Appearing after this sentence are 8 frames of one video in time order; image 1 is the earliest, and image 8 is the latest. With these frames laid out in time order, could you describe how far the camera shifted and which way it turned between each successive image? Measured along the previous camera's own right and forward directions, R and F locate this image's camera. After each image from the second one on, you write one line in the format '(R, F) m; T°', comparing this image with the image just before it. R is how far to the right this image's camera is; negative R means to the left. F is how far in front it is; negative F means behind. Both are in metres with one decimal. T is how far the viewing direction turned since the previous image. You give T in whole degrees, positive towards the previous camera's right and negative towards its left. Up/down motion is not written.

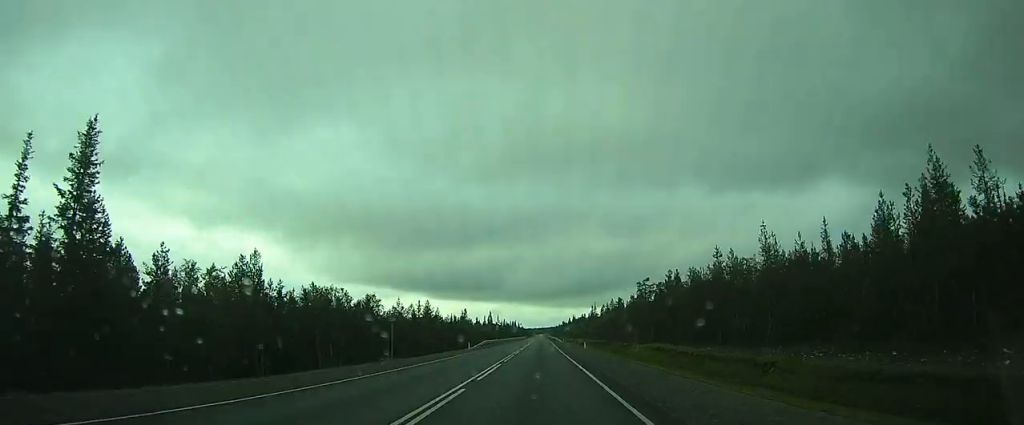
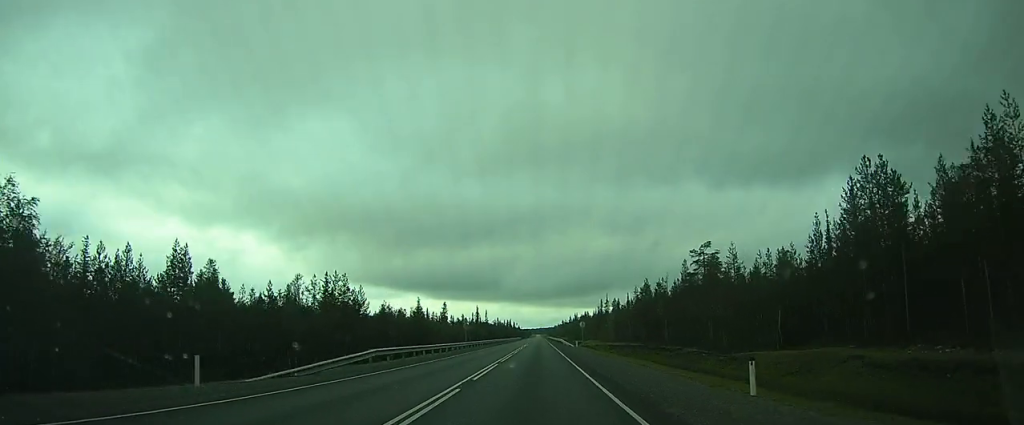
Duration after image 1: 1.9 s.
(+1.1, +48.1) m; +2°
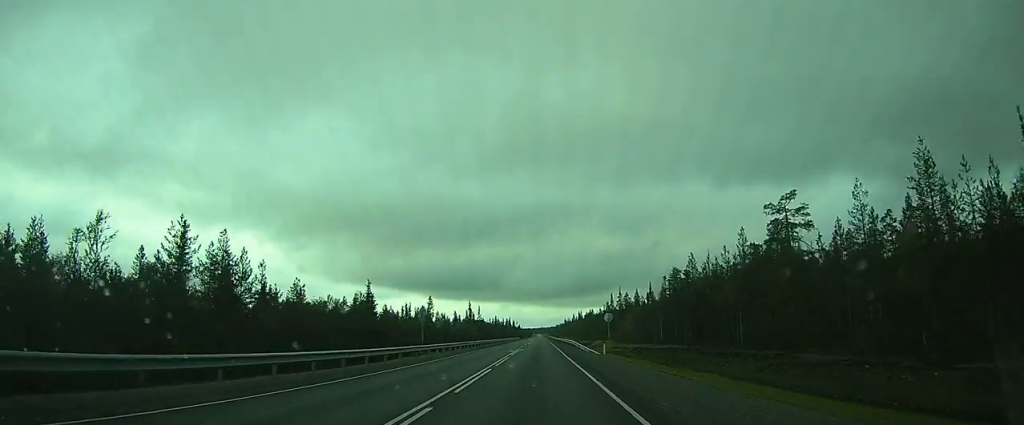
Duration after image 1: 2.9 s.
(0.0, +27.6) m; 0°
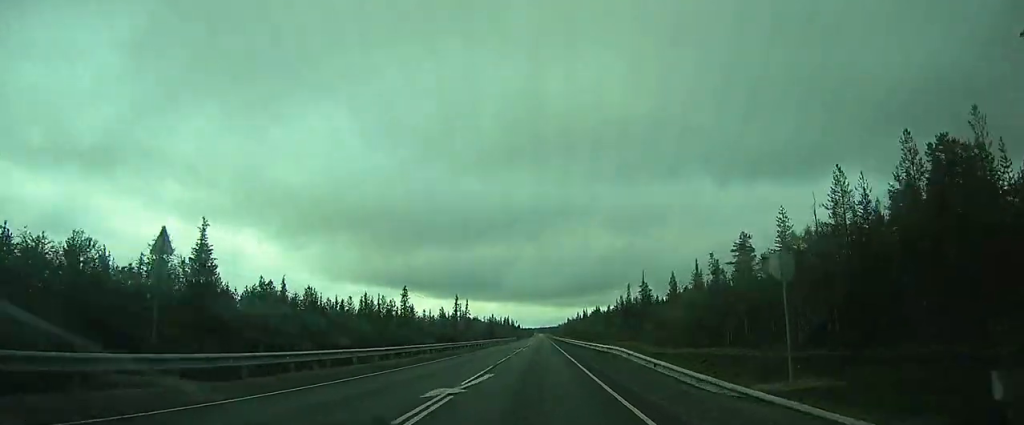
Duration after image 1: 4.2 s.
(0.0, +33.8) m; 0°
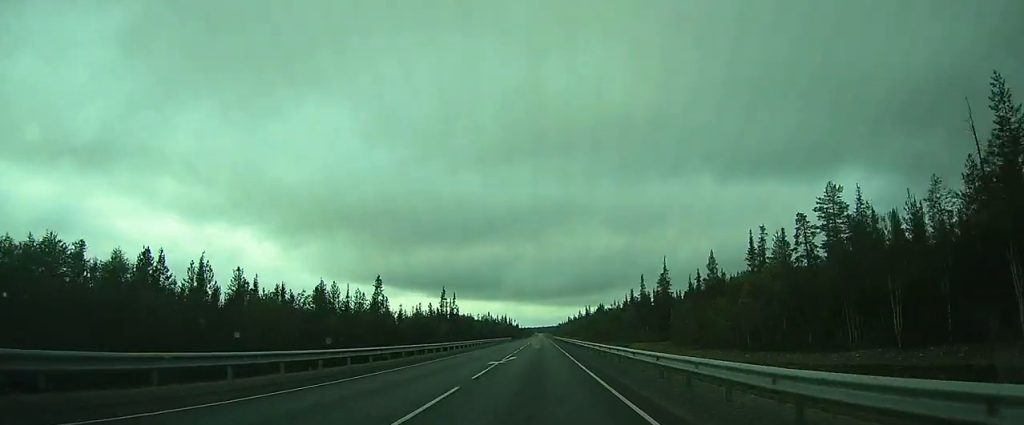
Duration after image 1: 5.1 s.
(0.0, +21.8) m; 0°
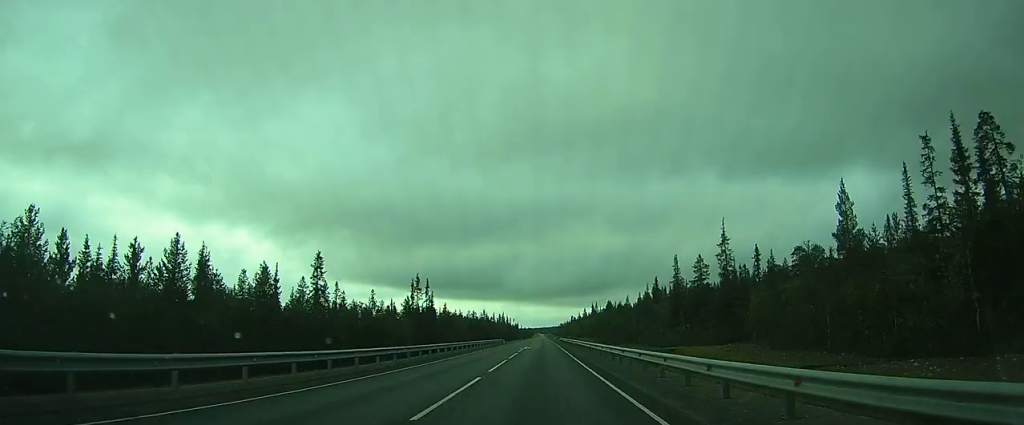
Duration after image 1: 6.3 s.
(0.0, +32.4) m; 0°
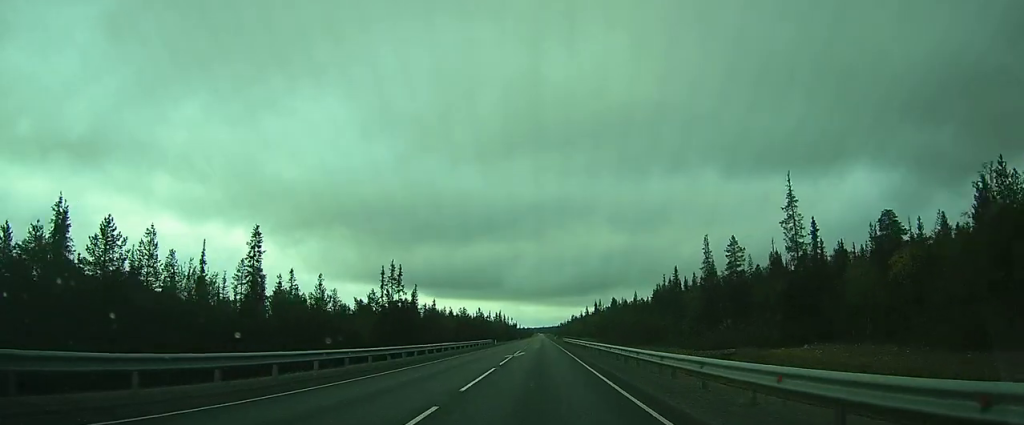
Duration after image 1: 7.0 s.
(0.0, +19.4) m; 0°
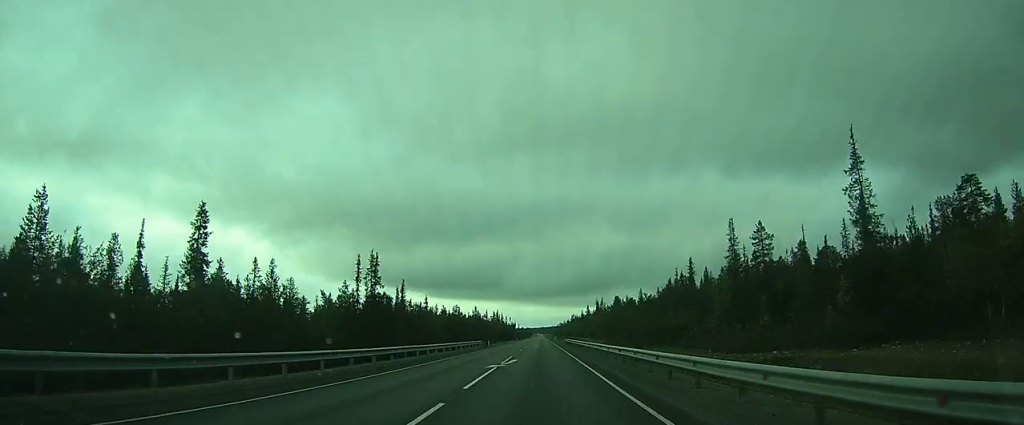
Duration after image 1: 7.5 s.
(0.0, +11.5) m; 0°
